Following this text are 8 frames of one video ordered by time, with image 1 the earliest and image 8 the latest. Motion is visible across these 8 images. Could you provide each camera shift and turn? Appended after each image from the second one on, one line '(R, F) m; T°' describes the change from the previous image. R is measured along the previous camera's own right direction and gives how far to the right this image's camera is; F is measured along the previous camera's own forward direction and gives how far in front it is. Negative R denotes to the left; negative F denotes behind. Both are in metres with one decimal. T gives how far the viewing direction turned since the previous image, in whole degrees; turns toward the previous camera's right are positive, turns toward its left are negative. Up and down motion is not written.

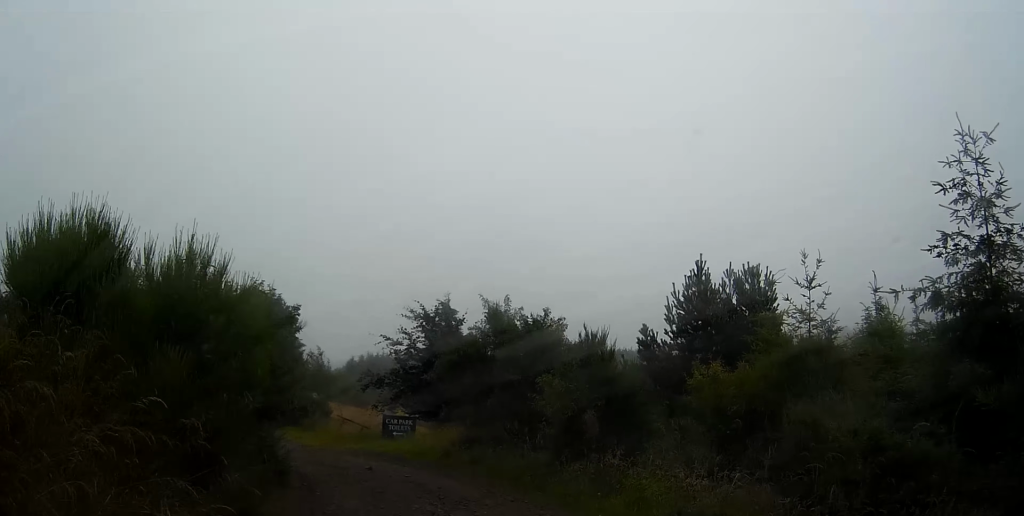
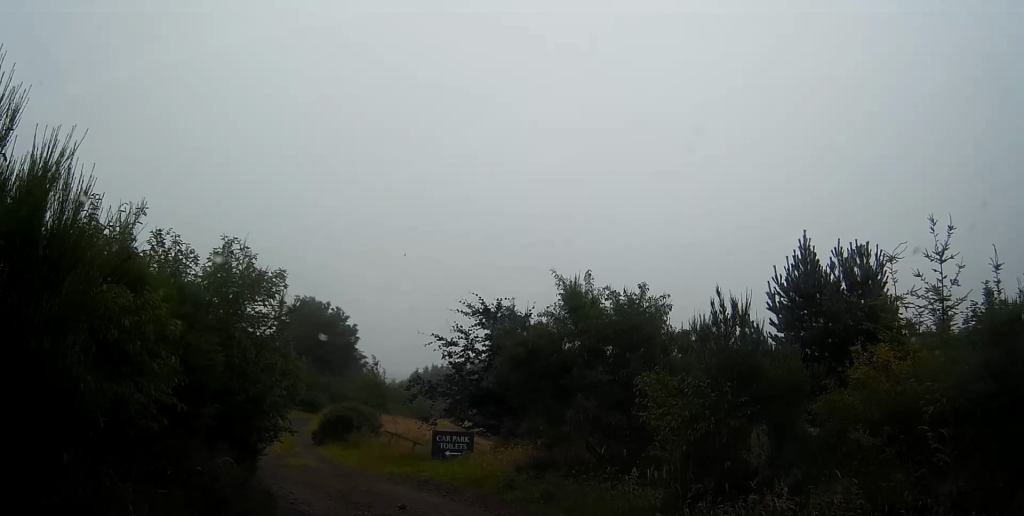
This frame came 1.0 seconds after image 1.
(-0.1, +3.8) m; -5°
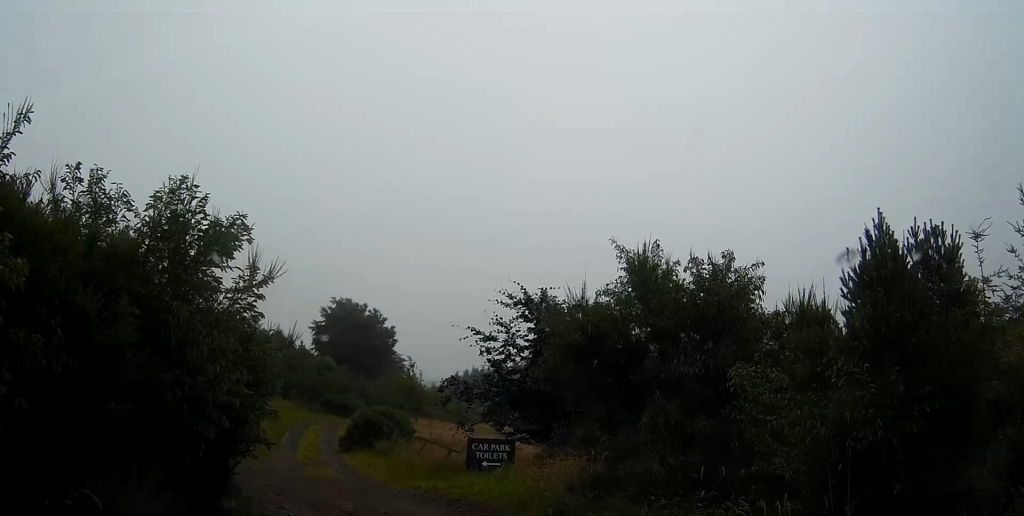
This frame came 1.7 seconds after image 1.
(-0.1, +2.4) m; -6°
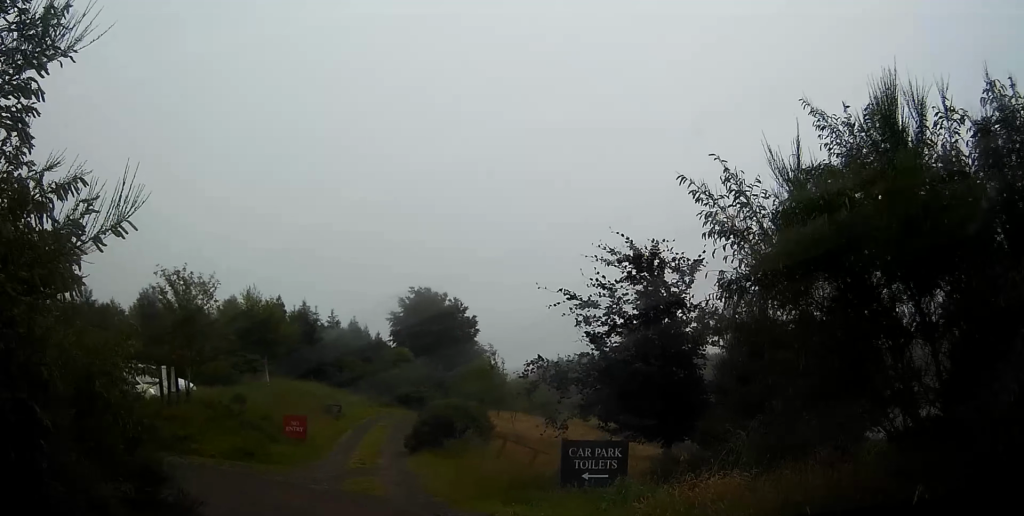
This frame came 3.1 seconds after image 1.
(-0.5, +4.6) m; -8°
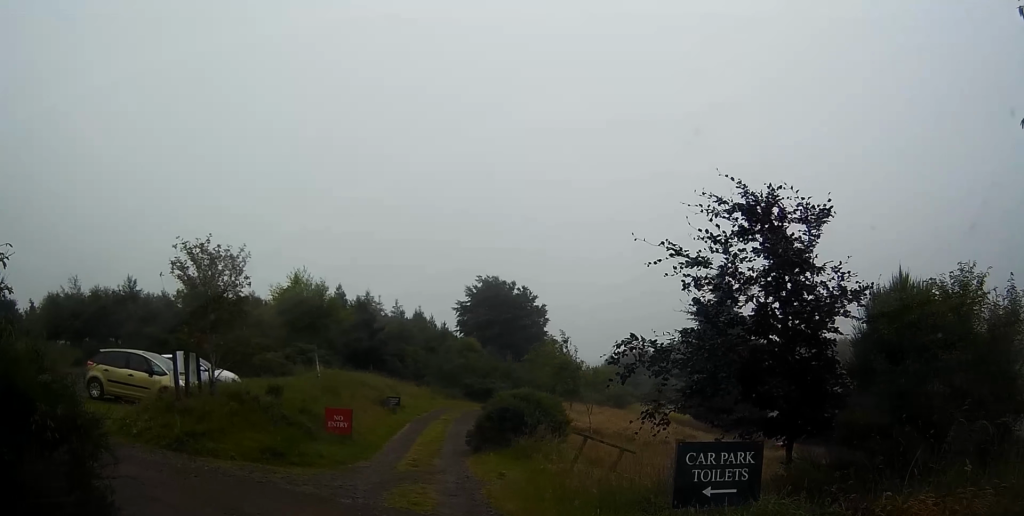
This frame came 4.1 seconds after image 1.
(-0.1, +3.3) m; +3°
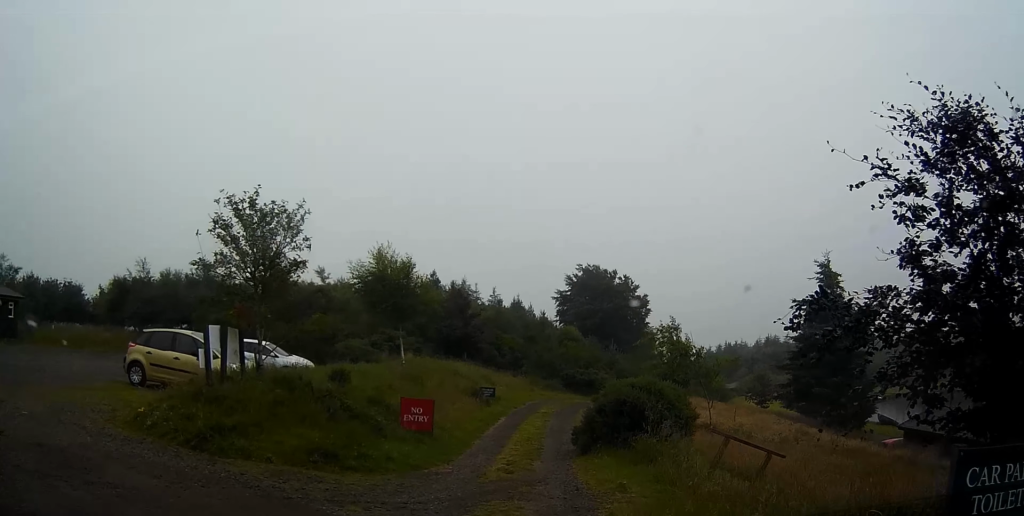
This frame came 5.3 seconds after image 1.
(+0.3, +3.4) m; -4°
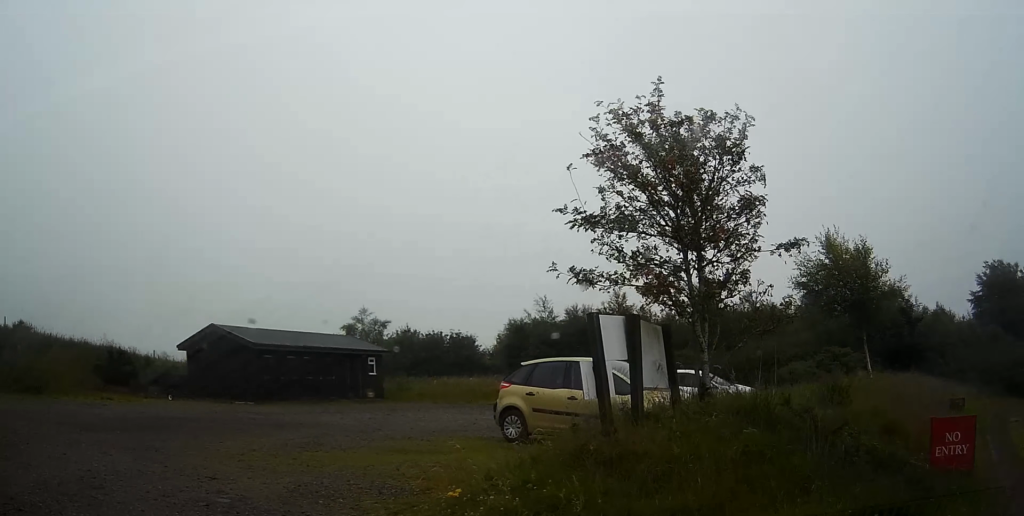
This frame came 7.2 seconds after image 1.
(-2.4, +5.8) m; -42°
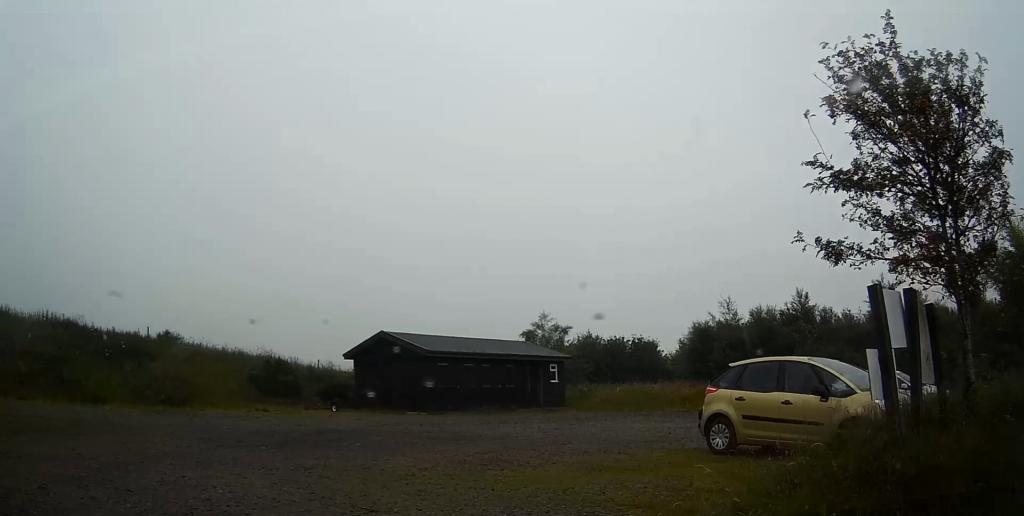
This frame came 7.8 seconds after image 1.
(-0.1, +1.9) m; -9°
